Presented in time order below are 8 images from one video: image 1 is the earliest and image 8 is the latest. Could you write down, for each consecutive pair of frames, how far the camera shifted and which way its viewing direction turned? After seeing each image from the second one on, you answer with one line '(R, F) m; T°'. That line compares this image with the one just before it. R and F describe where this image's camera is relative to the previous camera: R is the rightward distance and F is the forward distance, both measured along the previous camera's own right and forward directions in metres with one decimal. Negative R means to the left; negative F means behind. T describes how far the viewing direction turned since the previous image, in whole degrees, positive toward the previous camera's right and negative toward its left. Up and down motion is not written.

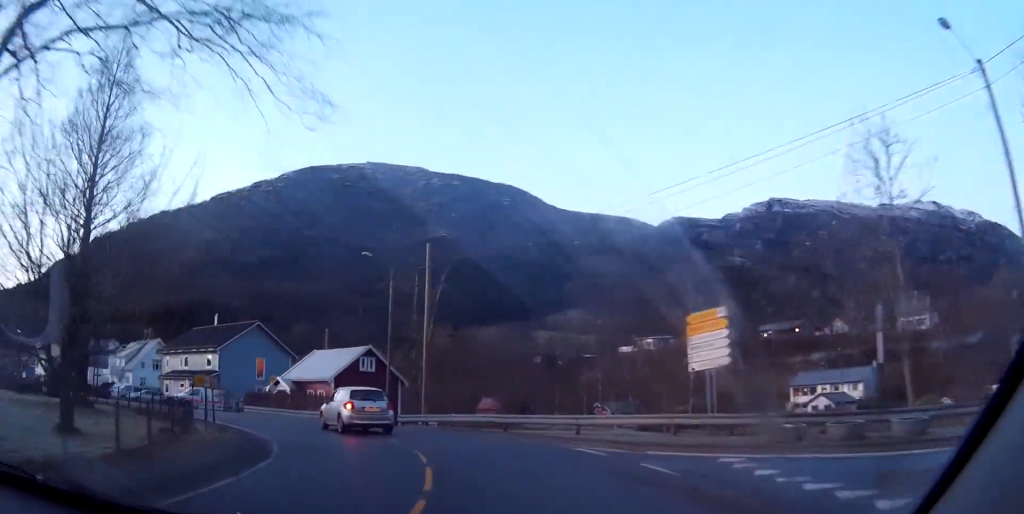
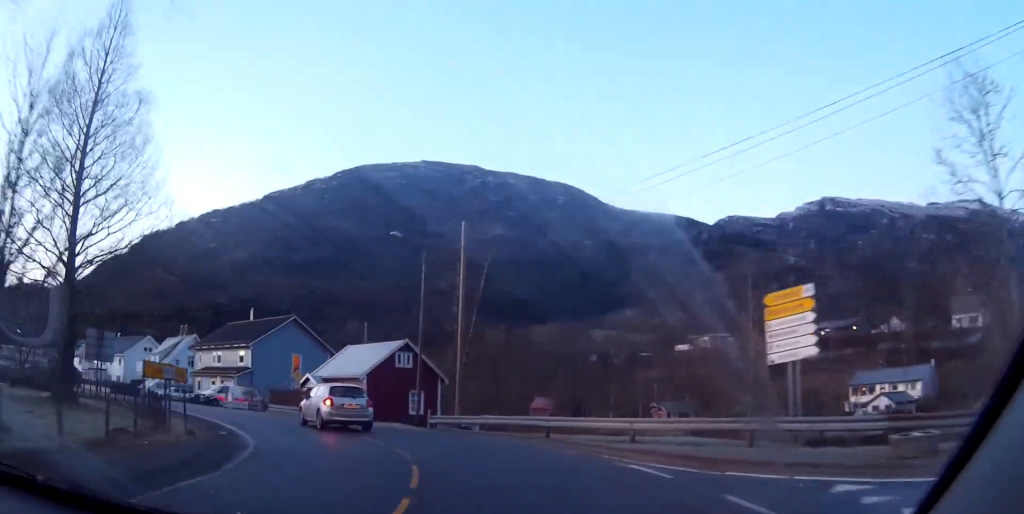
(0.0, +4.3) m; -4°
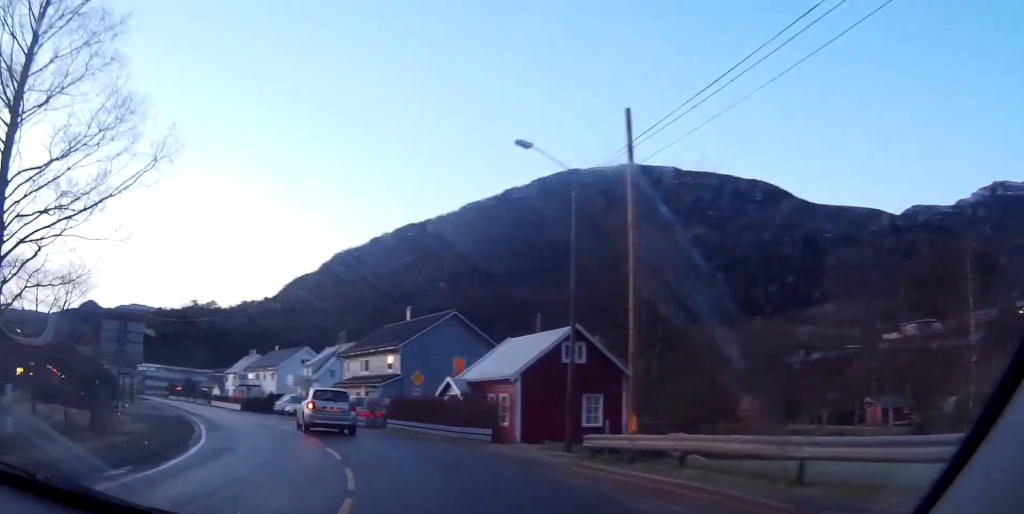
(-1.7, +12.2) m; -18°
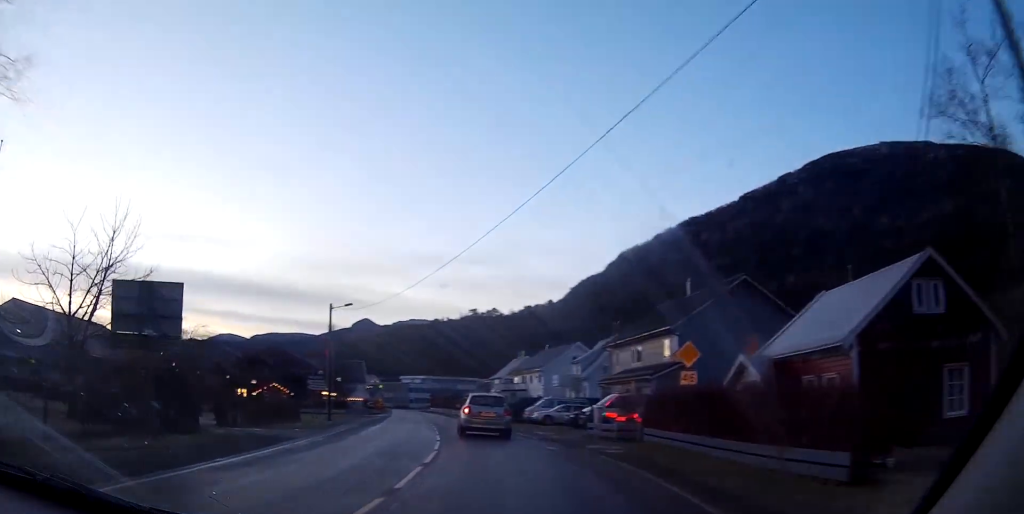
(-2.6, +12.7) m; -20°
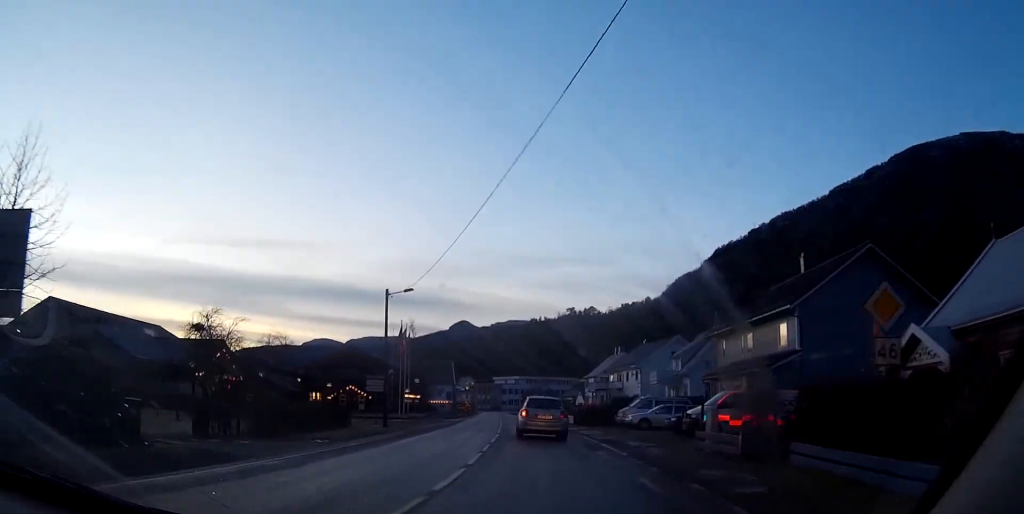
(-0.7, +7.6) m; -8°
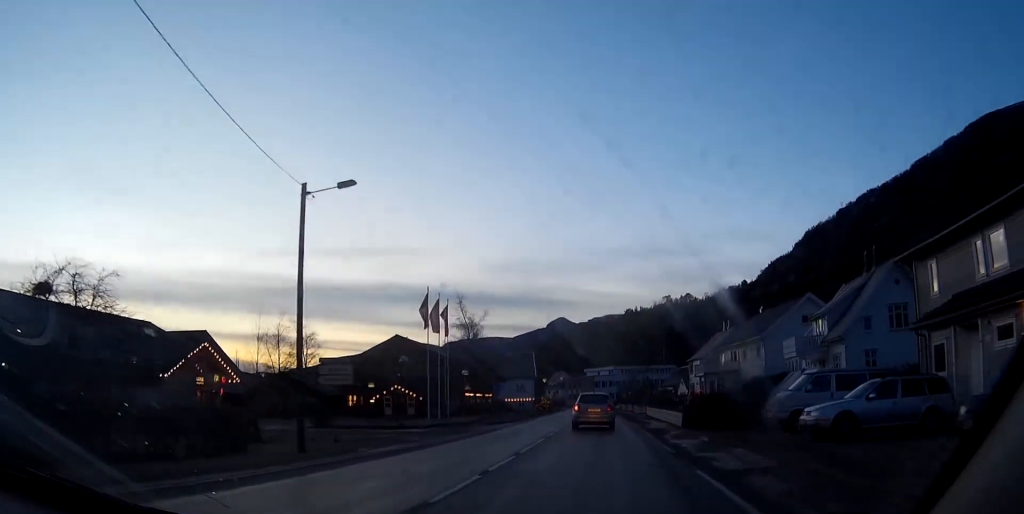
(-2.2, +22.0) m; -9°
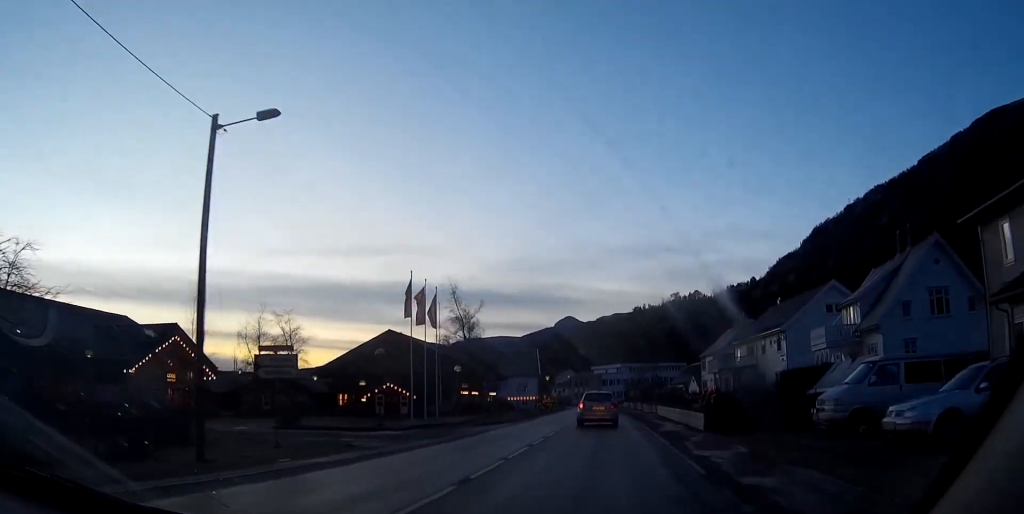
(-0.1, +5.7) m; -1°
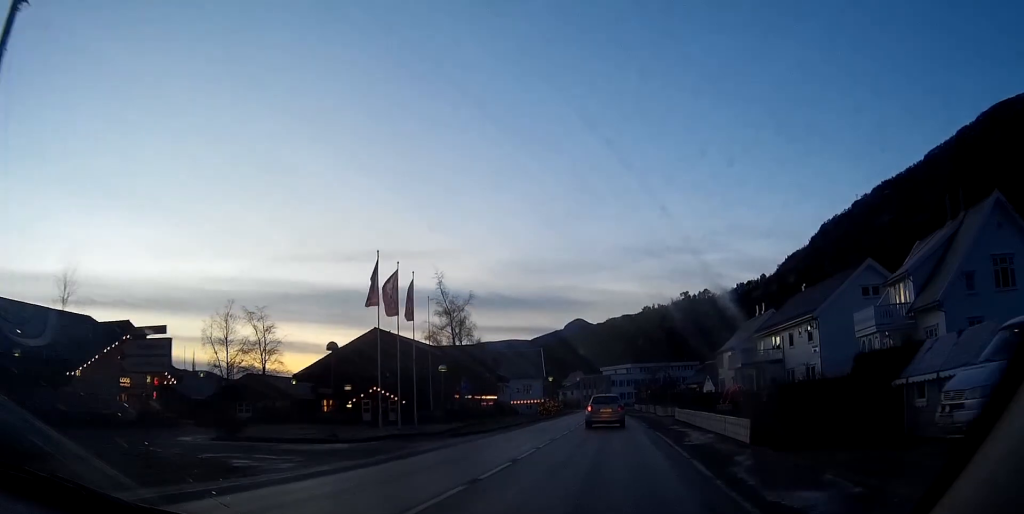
(-0.1, +7.4) m; -1°
